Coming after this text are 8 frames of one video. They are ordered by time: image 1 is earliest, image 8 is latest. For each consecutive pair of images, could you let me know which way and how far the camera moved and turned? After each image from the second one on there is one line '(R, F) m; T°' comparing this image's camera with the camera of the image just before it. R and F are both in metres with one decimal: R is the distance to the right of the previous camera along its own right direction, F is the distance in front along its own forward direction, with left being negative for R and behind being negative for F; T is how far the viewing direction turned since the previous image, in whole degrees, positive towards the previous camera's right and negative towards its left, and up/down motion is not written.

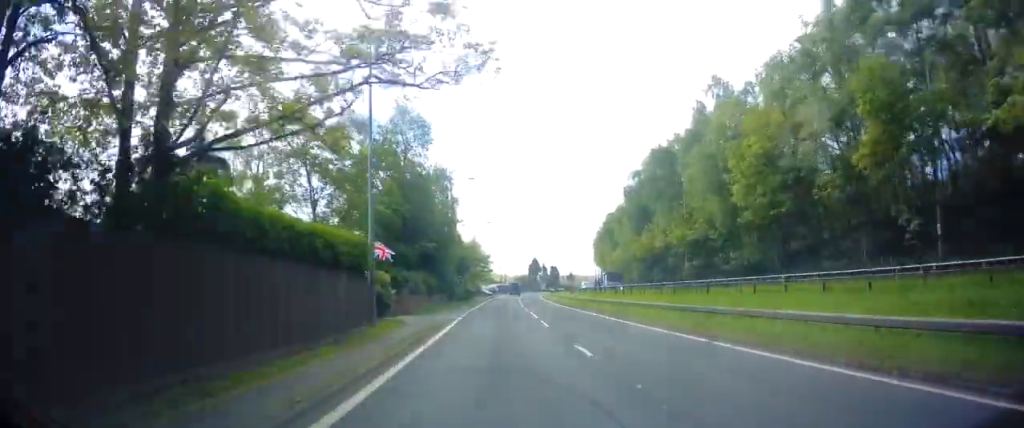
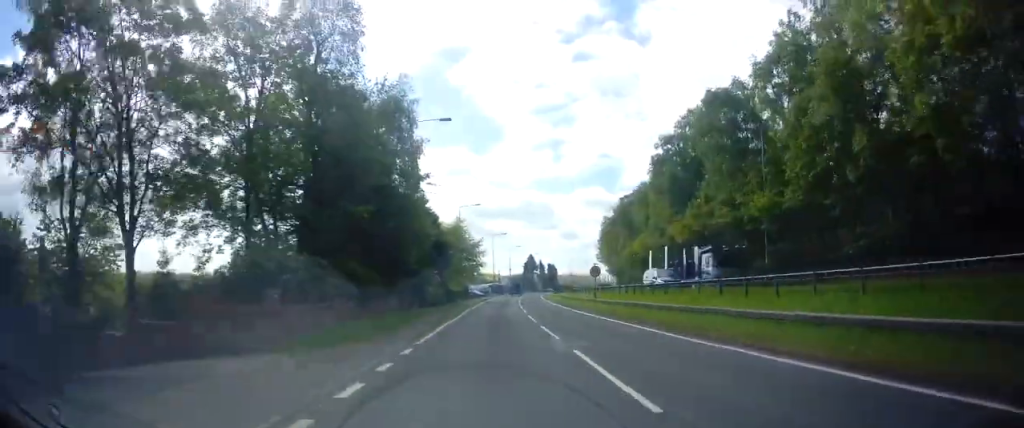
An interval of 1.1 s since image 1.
(-0.2, +20.0) m; 0°
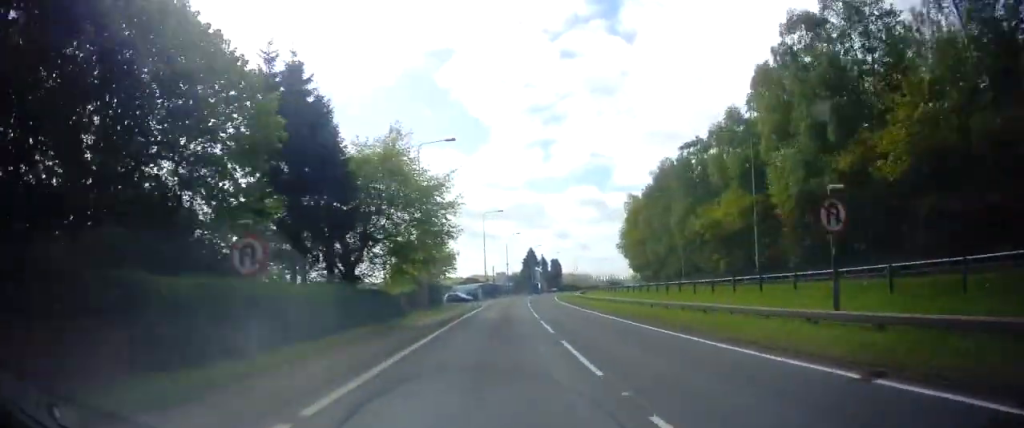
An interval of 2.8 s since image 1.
(+0.2, +32.8) m; +2°
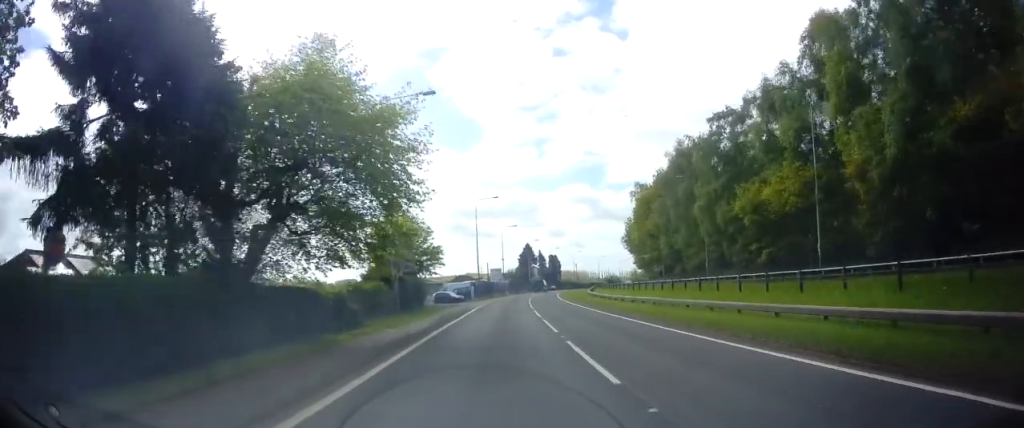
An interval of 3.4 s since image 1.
(0.0, +9.9) m; +1°
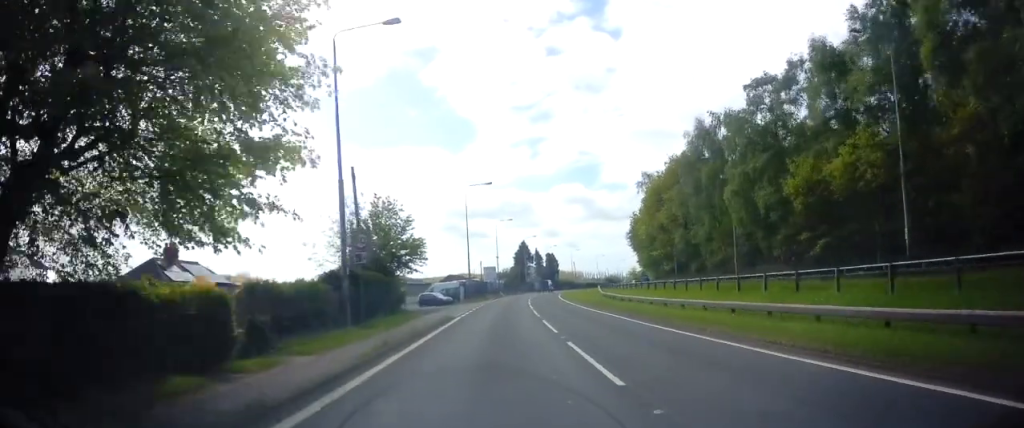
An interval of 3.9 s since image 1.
(+0.2, +9.2) m; +1°
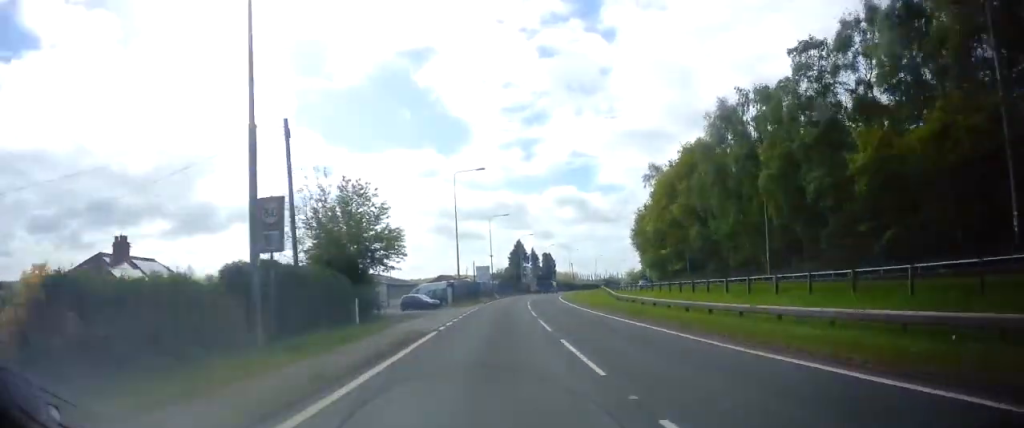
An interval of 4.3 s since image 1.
(+0.1, +8.0) m; +1°
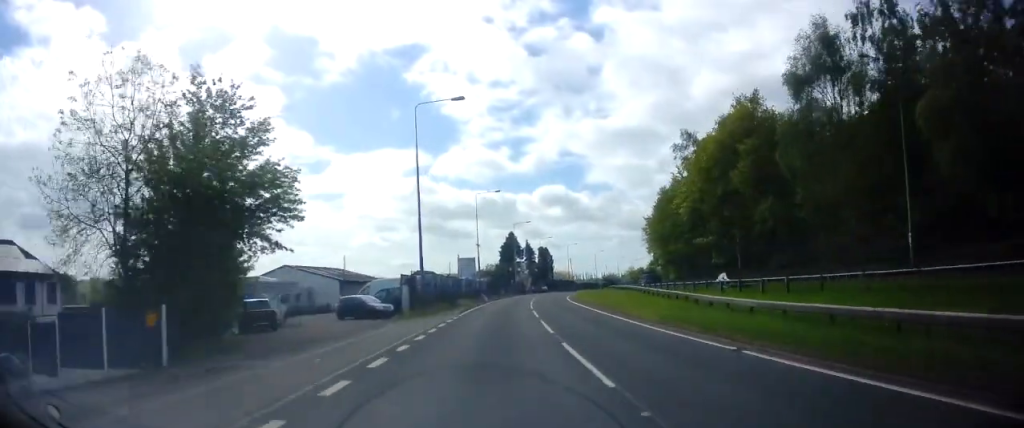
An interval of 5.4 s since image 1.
(0.0, +19.1) m; 0°
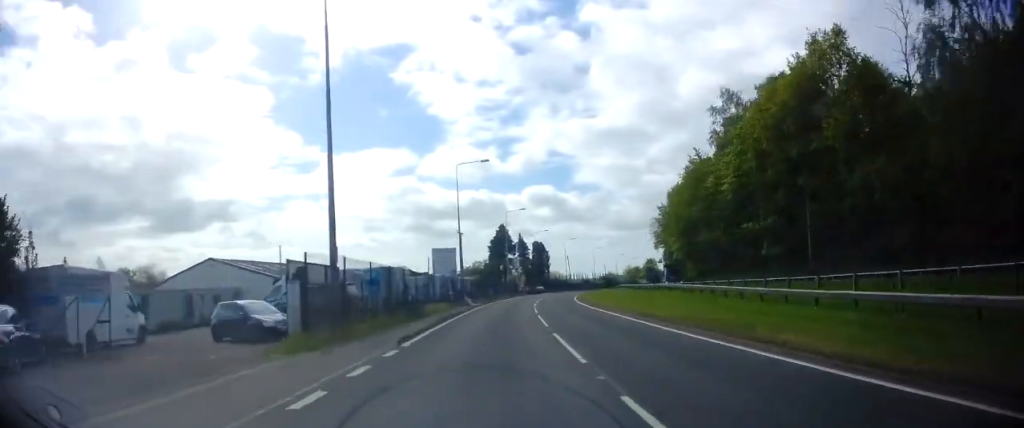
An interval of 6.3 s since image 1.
(0.0, +15.7) m; +1°
